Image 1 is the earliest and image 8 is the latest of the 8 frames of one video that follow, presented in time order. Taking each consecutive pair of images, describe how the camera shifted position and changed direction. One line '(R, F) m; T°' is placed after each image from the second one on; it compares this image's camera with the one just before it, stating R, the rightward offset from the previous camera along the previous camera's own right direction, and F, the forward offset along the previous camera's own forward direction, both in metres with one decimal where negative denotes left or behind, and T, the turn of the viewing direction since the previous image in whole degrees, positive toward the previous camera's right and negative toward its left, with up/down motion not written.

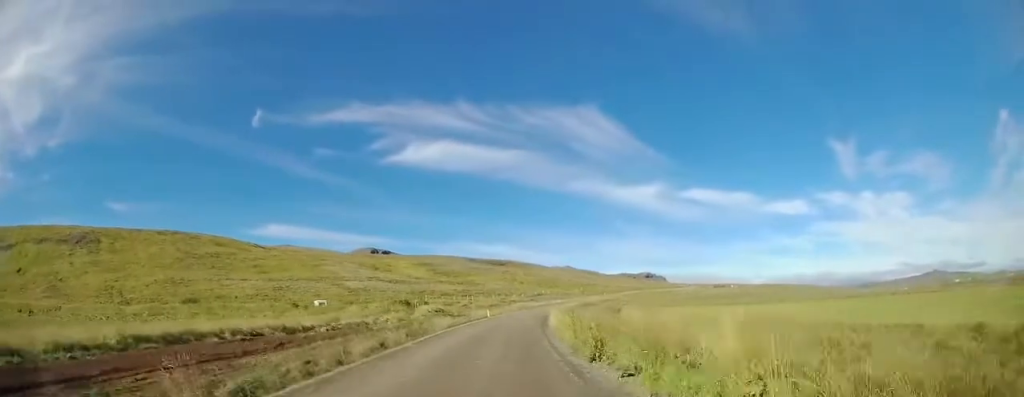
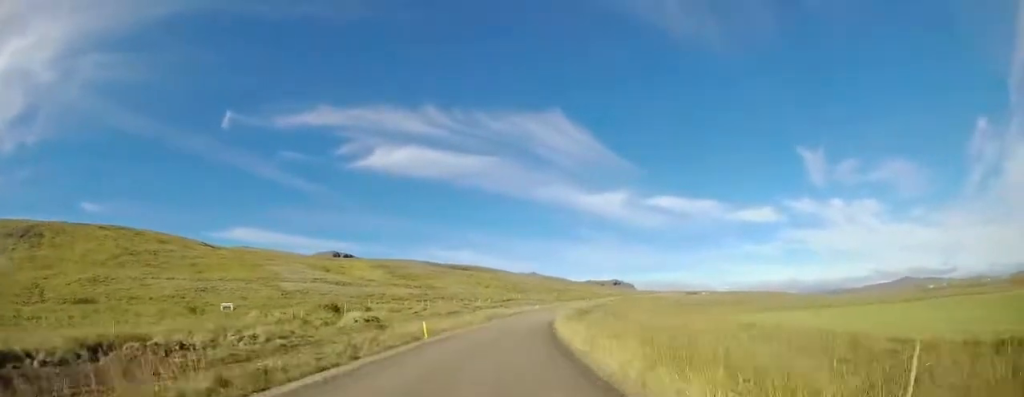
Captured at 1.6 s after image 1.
(+1.0, +22.3) m; +6°
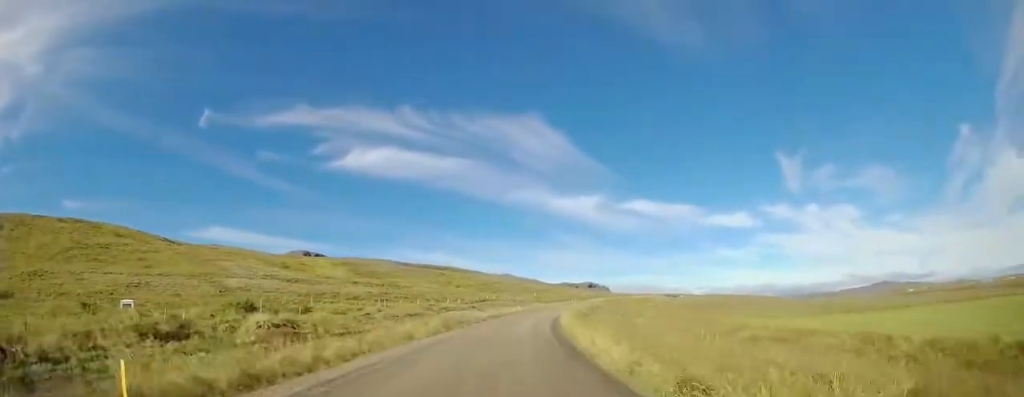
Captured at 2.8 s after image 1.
(+0.9, +16.5) m; +4°
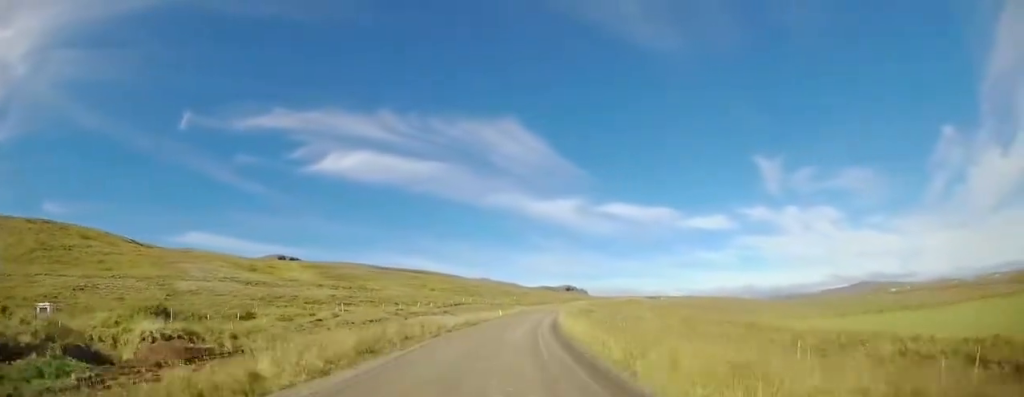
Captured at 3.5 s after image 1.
(+0.1, +11.2) m; +3°
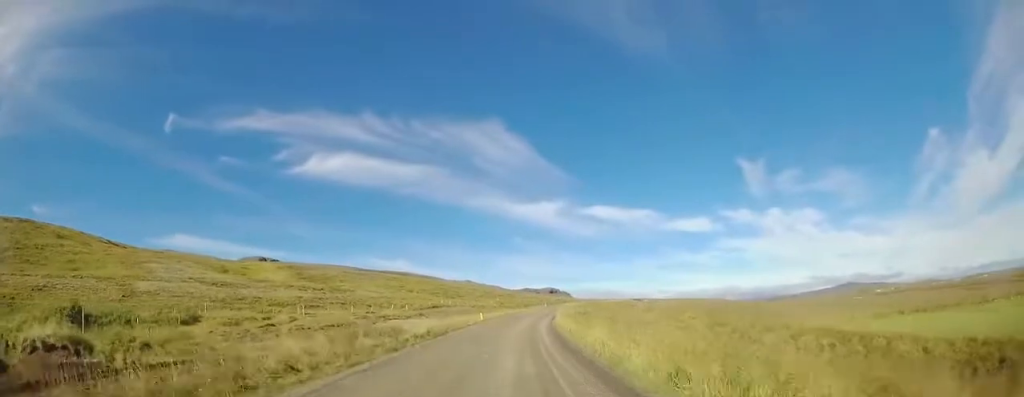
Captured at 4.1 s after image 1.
(-0.1, +8.4) m; +2°
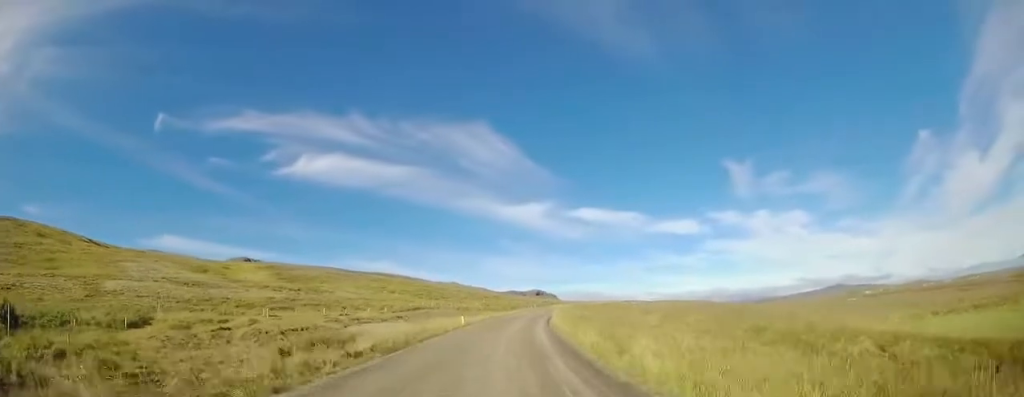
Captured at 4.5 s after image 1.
(+0.4, +6.6) m; +3°
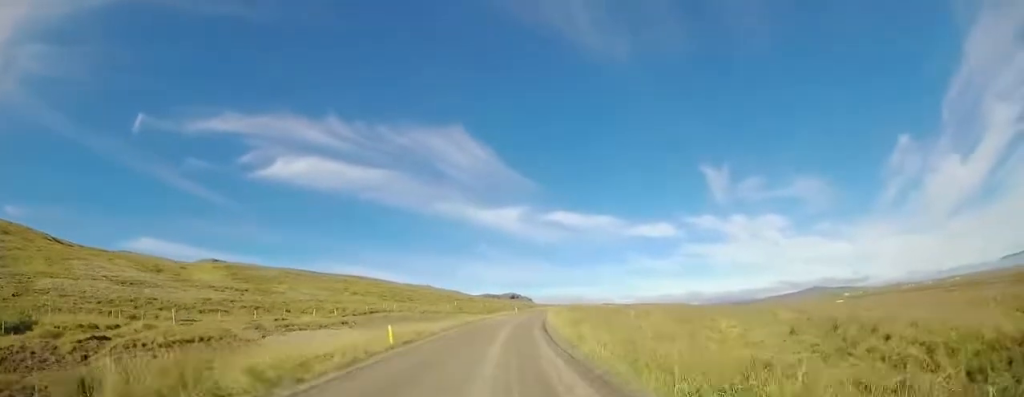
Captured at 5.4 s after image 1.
(+0.7, +13.9) m; +5°
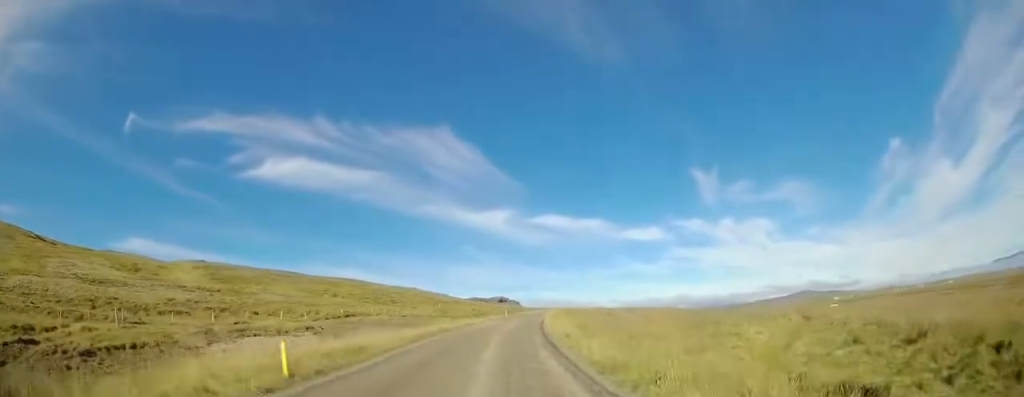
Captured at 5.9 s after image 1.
(+0.1, +6.8) m; +2°
